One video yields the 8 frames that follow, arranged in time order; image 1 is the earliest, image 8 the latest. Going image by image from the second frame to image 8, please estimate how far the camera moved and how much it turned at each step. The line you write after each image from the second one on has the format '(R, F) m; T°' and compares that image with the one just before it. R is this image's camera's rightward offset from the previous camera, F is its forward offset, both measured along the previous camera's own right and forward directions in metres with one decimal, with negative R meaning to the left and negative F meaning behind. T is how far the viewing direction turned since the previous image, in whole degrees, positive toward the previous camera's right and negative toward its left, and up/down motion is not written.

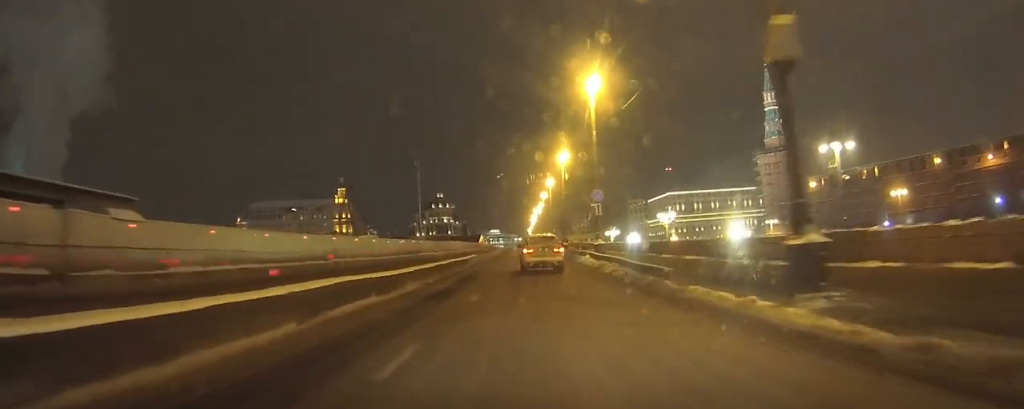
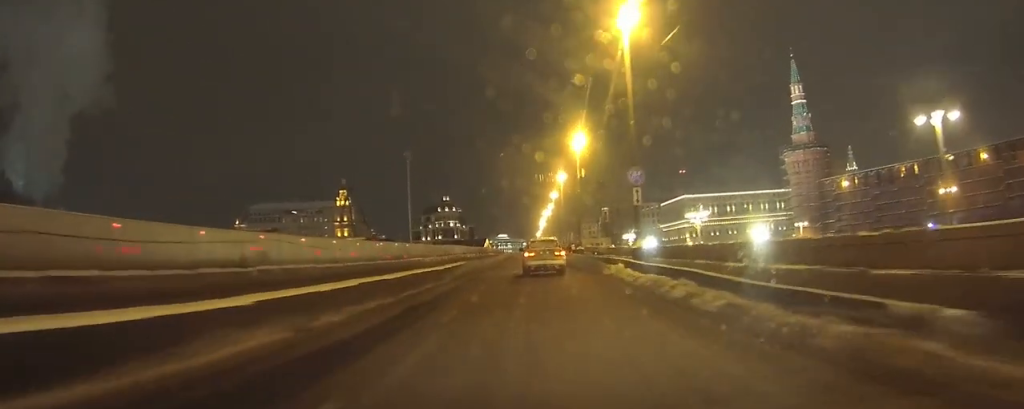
(0.0, +10.5) m; 0°
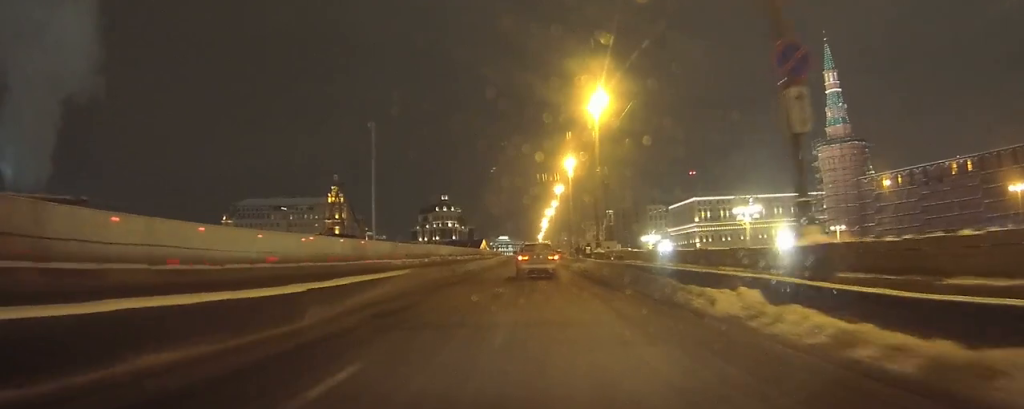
(-0.1, +14.3) m; -2°
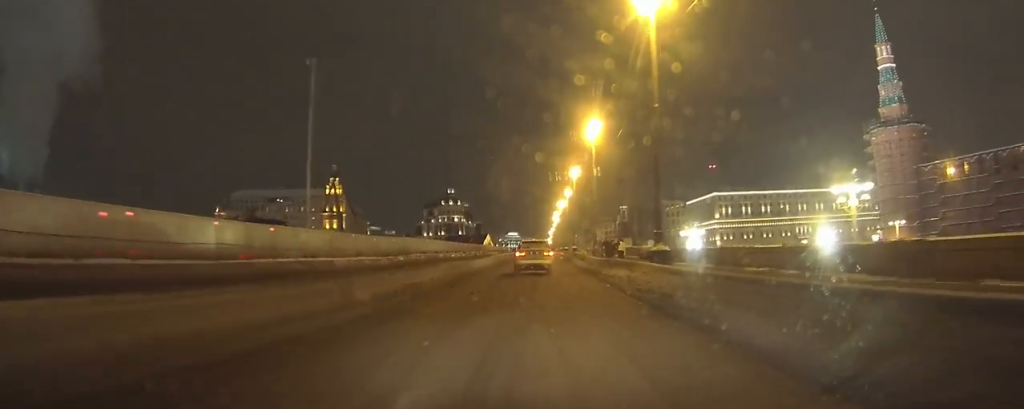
(-0.1, +15.5) m; 0°
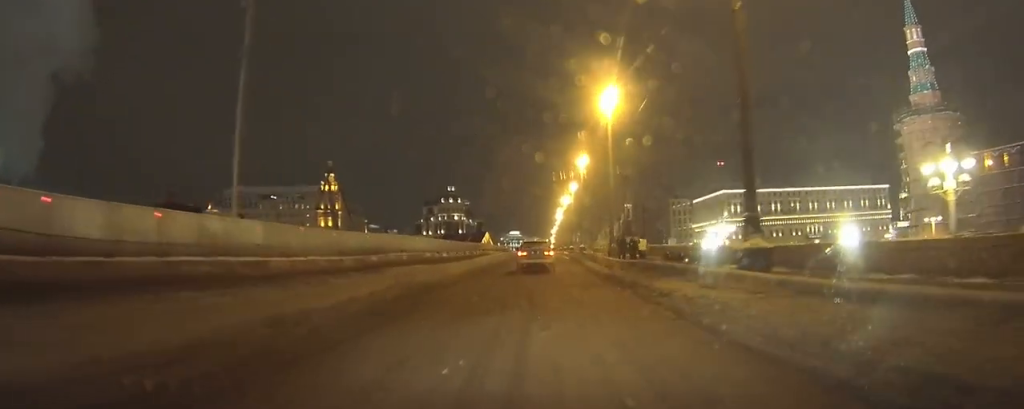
(0.0, +8.7) m; 0°
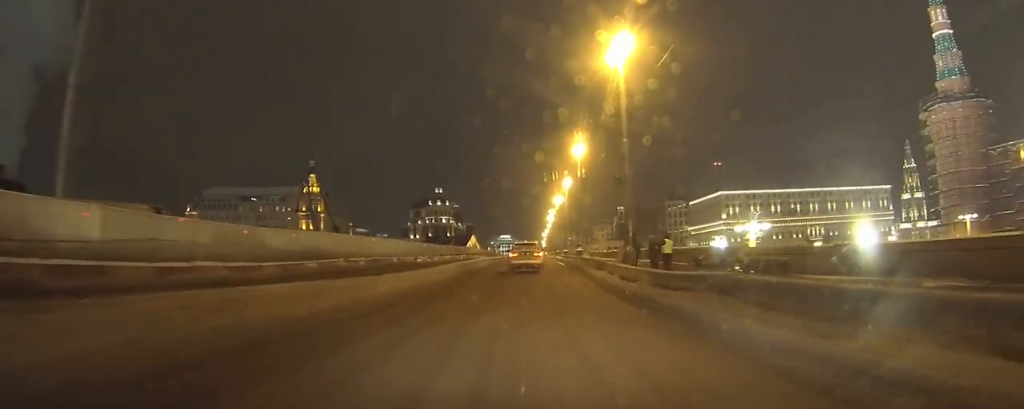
(0.0, +9.7) m; 0°
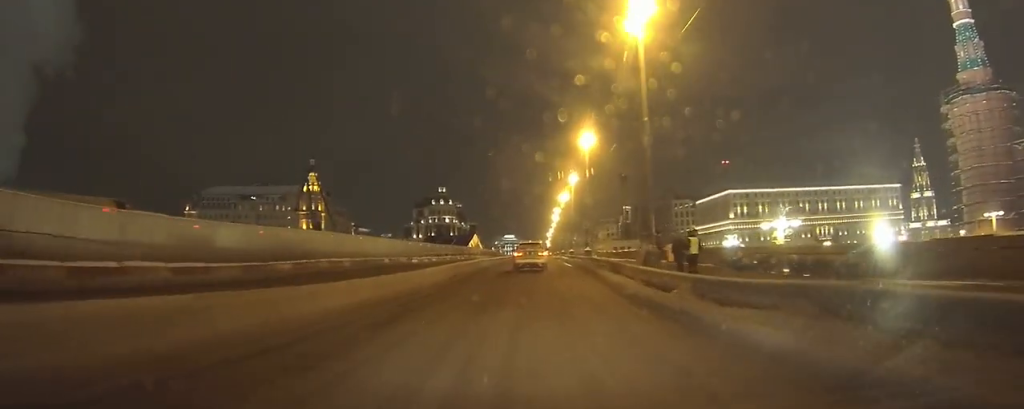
(0.0, +4.1) m; 0°
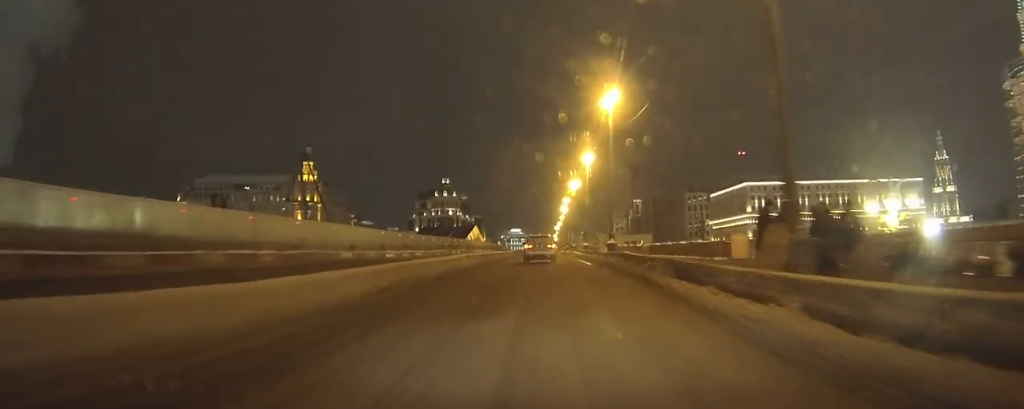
(-0.1, +11.6) m; -1°
